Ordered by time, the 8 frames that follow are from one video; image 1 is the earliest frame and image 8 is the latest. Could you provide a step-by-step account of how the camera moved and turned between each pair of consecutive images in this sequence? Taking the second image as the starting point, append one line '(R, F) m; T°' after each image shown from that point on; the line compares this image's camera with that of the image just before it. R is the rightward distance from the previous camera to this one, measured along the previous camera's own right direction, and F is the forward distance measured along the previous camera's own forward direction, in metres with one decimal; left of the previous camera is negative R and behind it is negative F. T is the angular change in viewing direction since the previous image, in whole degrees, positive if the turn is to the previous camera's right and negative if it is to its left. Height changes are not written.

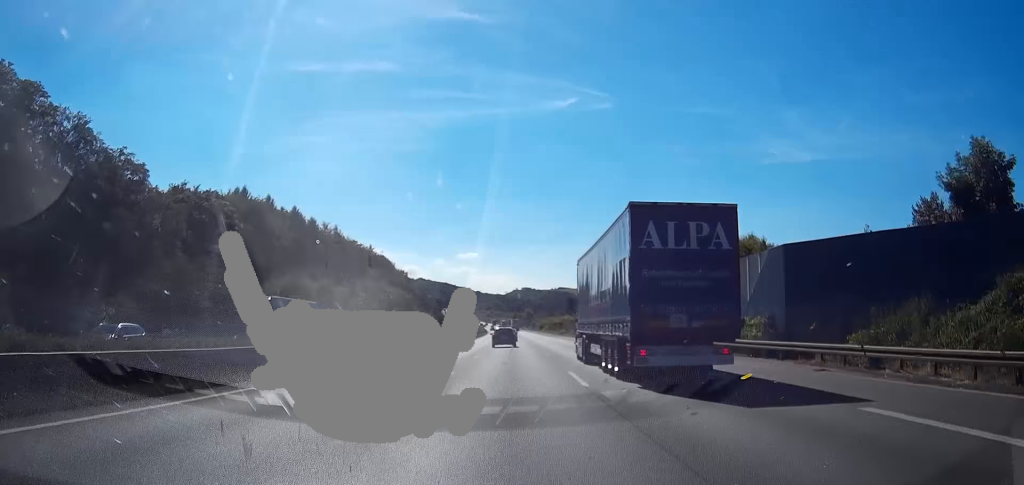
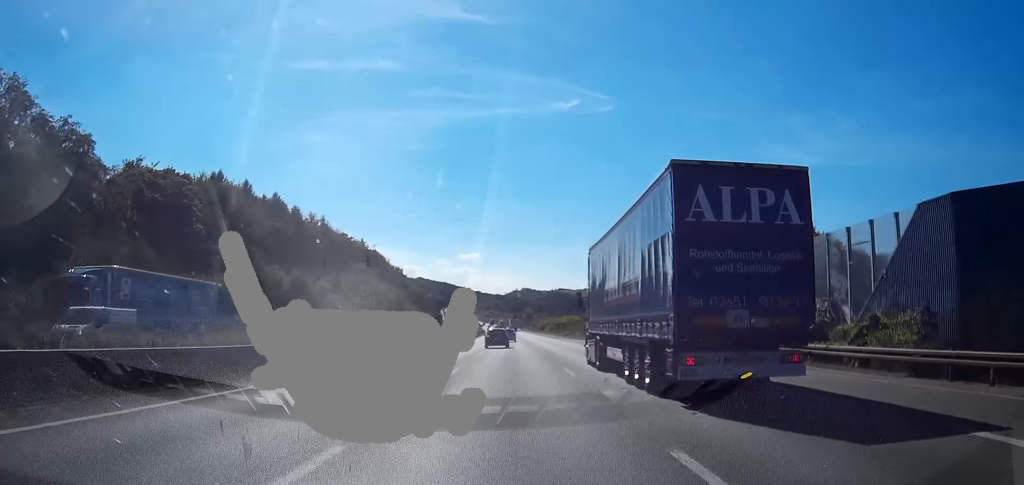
(0.0, +14.7) m; 0°
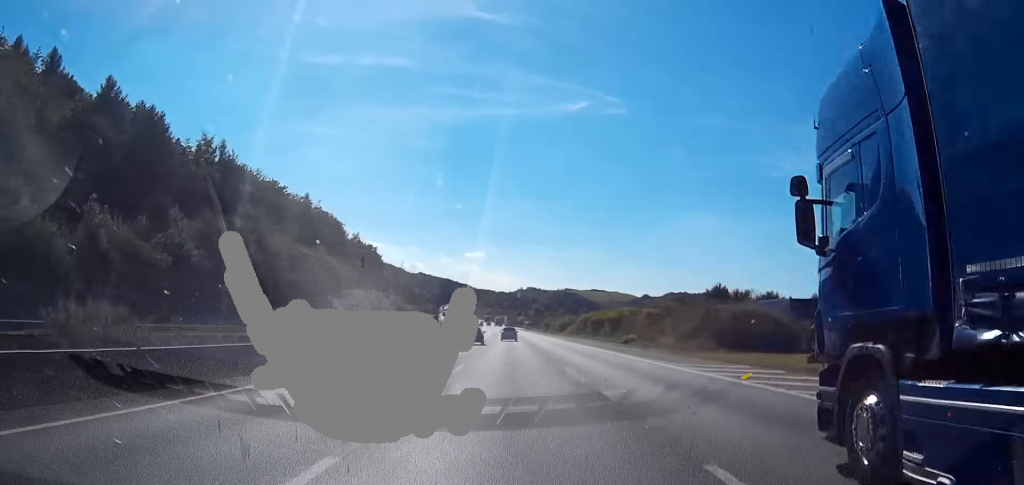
(-0.2, +72.1) m; 0°
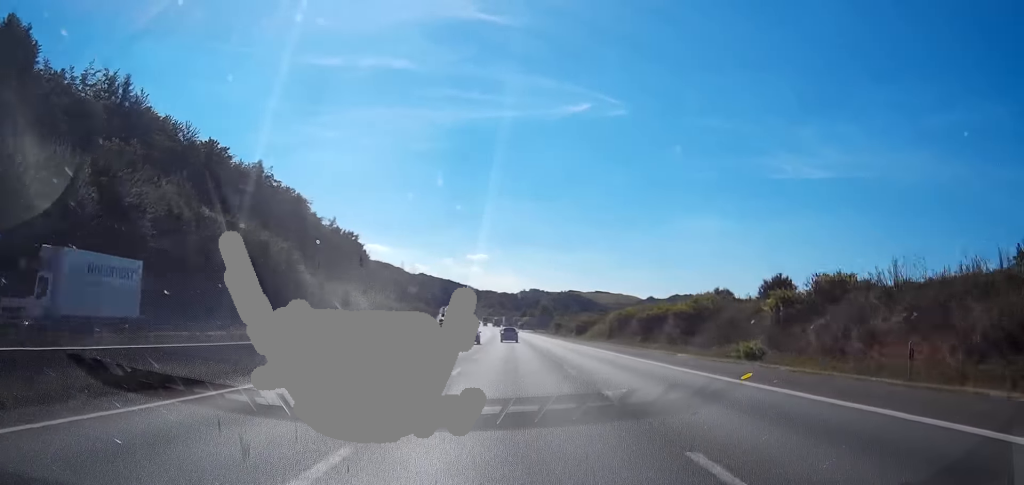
(+0.1, +34.6) m; 0°
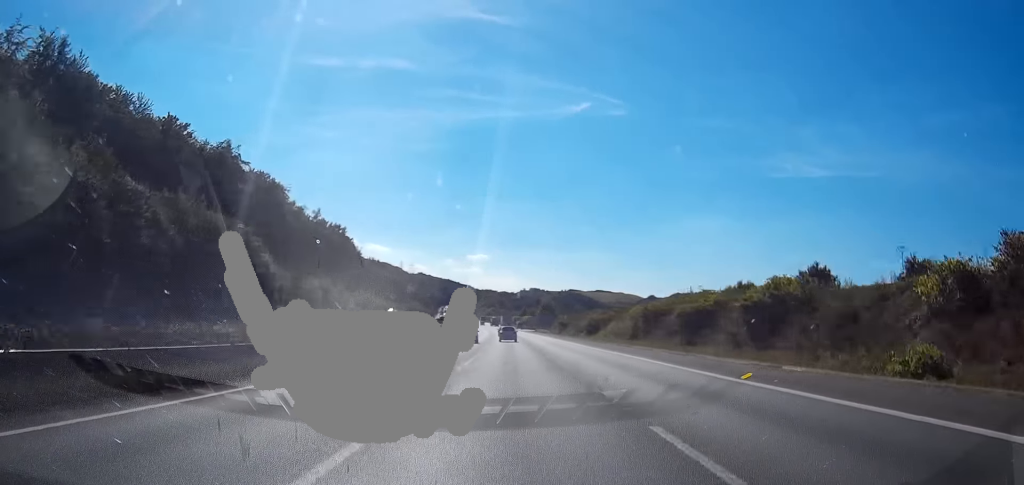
(-0.1, +15.6) m; 0°
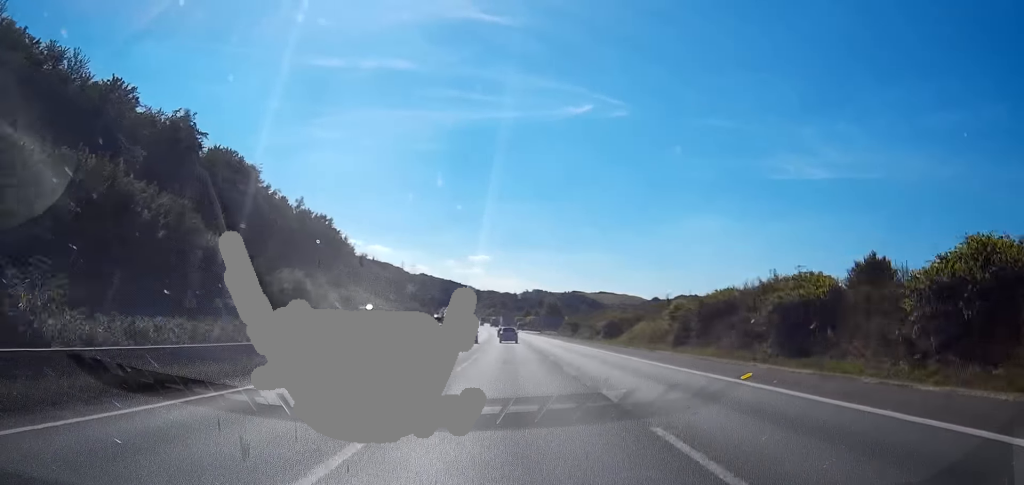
(-0.1, +17.8) m; 0°
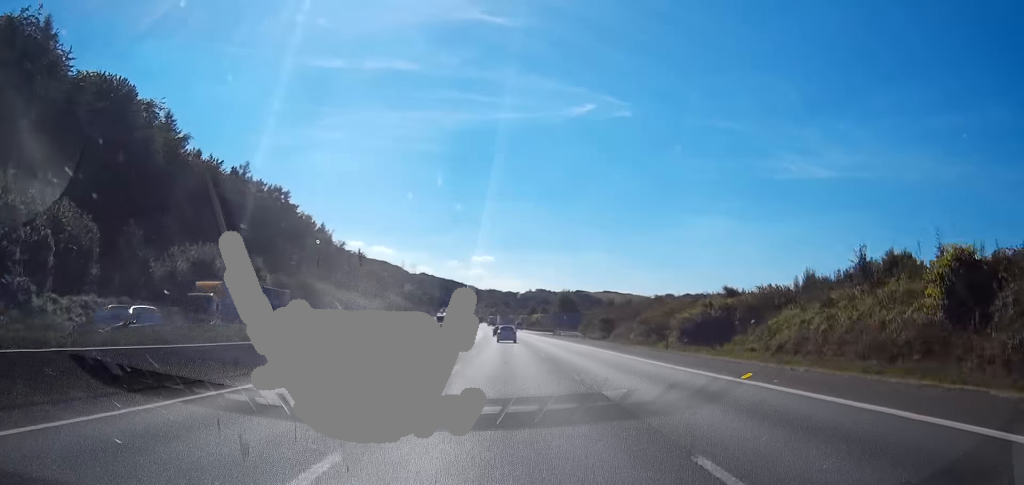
(0.0, +37.5) m; -1°
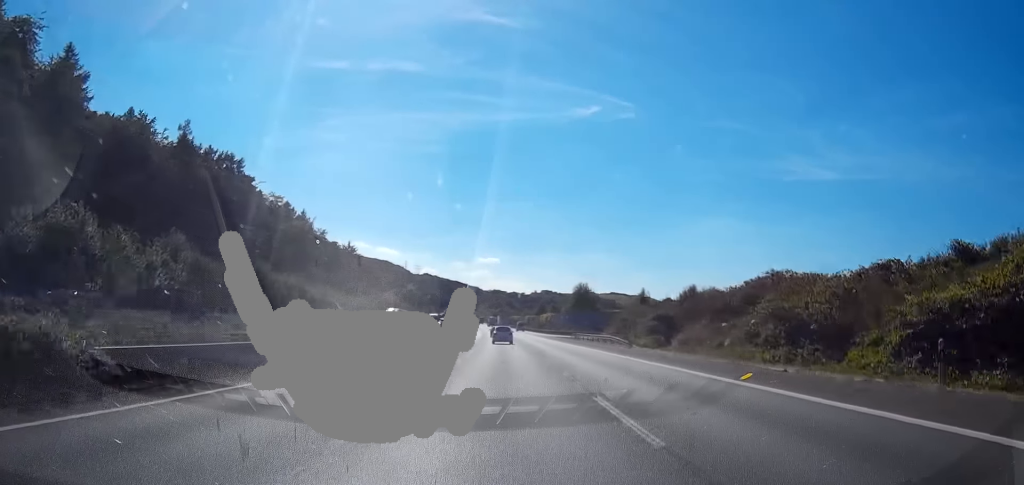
(-0.4, +28.4) m; -1°
